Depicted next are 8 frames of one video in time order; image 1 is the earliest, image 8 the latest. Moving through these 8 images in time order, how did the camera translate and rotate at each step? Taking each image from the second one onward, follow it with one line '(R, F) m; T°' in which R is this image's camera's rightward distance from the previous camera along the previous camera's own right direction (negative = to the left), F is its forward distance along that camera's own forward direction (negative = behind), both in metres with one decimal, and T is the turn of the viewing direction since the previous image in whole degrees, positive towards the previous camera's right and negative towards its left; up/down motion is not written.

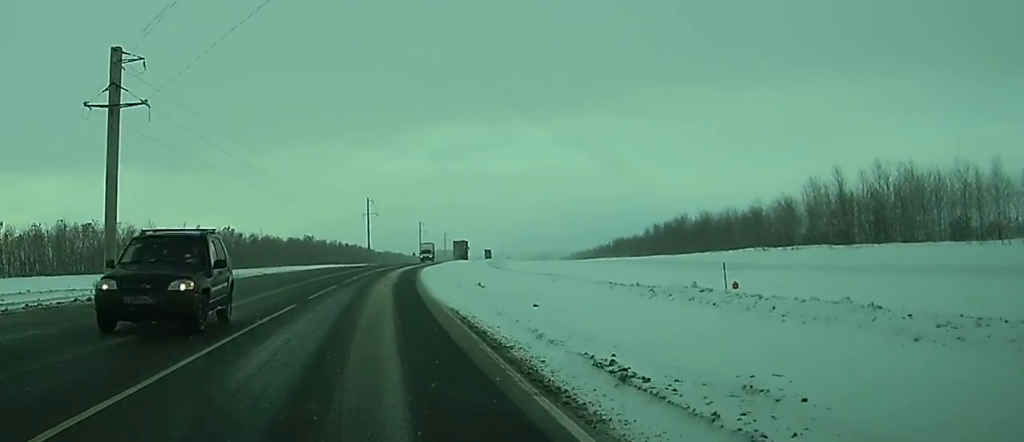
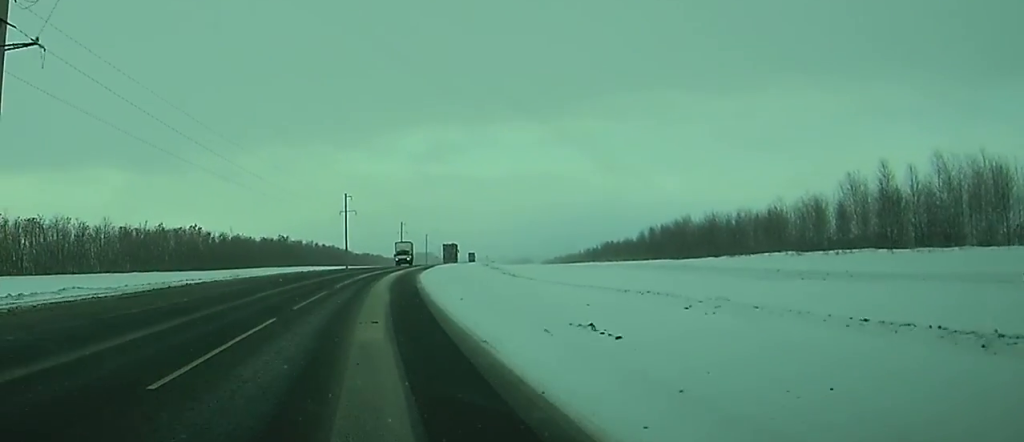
(+0.1, +16.3) m; +1°
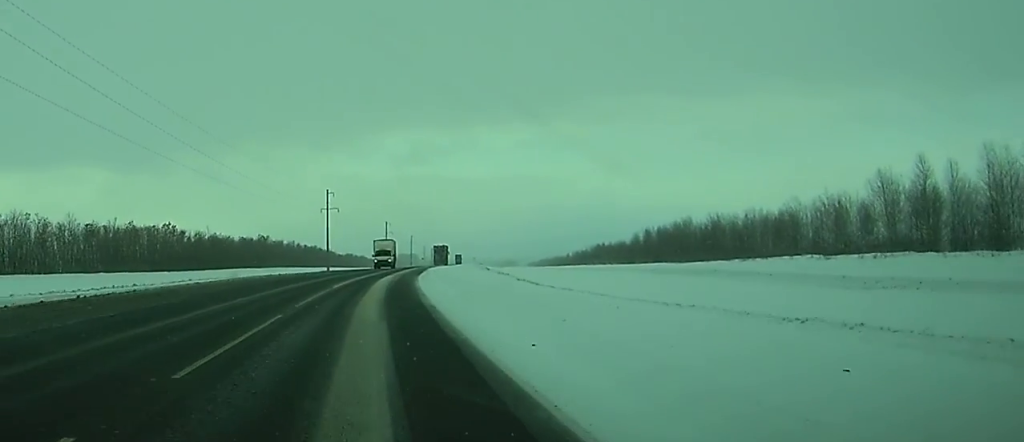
(+0.1, +11.0) m; +1°
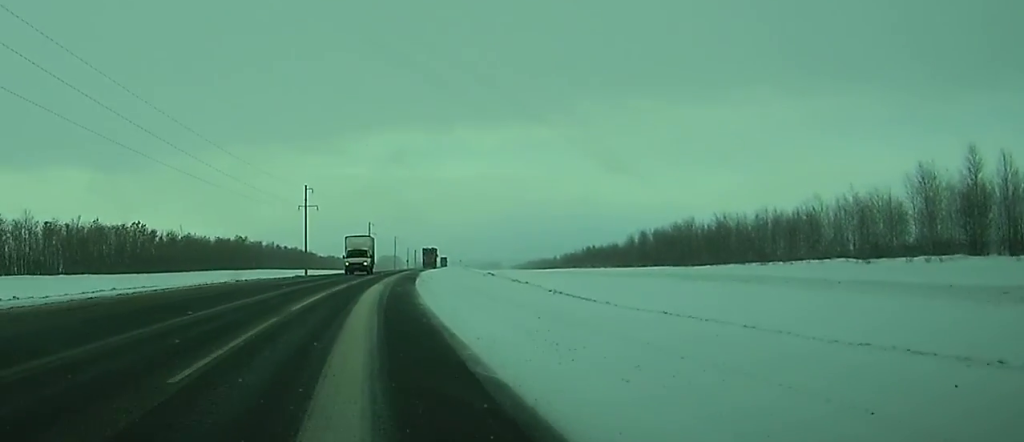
(0.0, +11.8) m; +1°
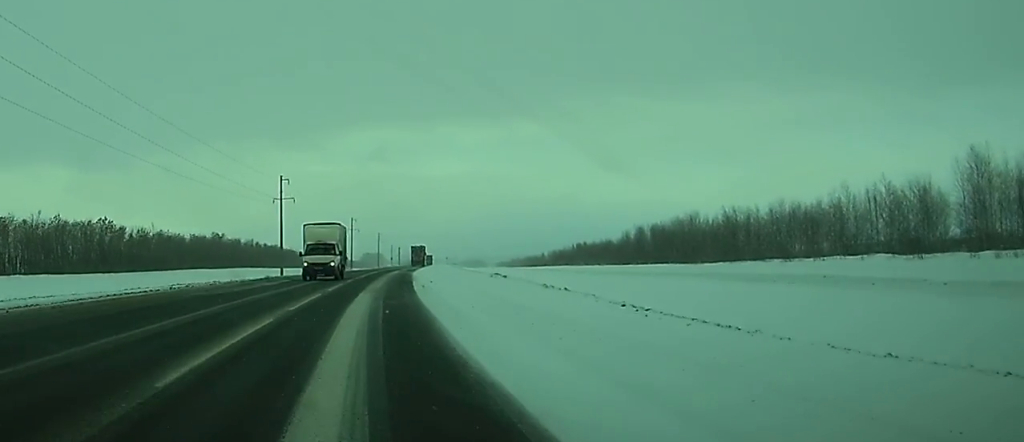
(+0.3, +11.9) m; +1°
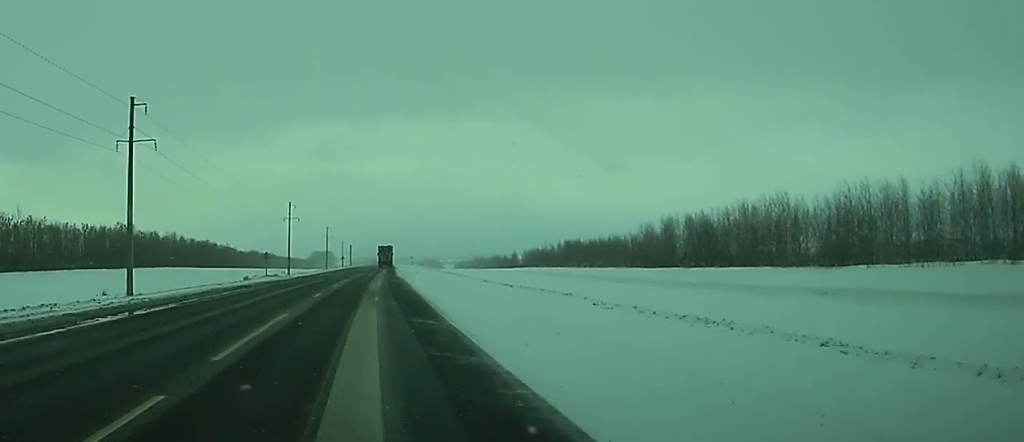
(+2.0, +55.6) m; +4°
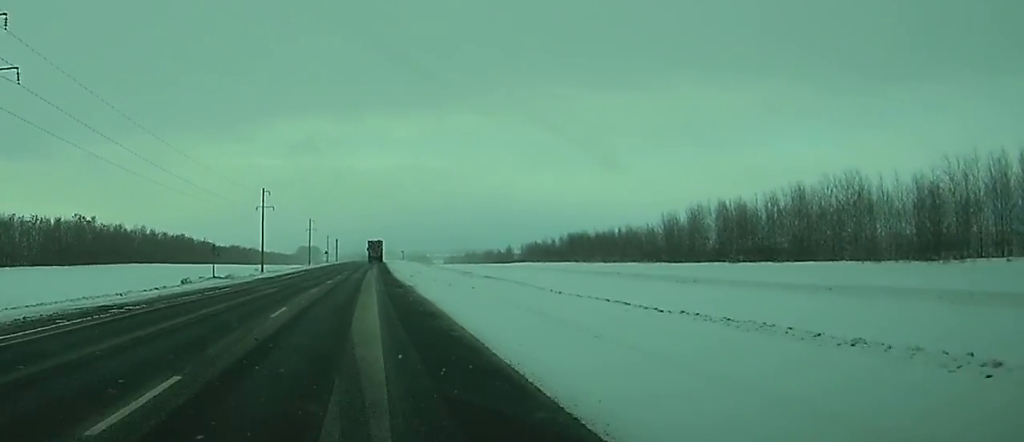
(+0.1, +22.4) m; +1°
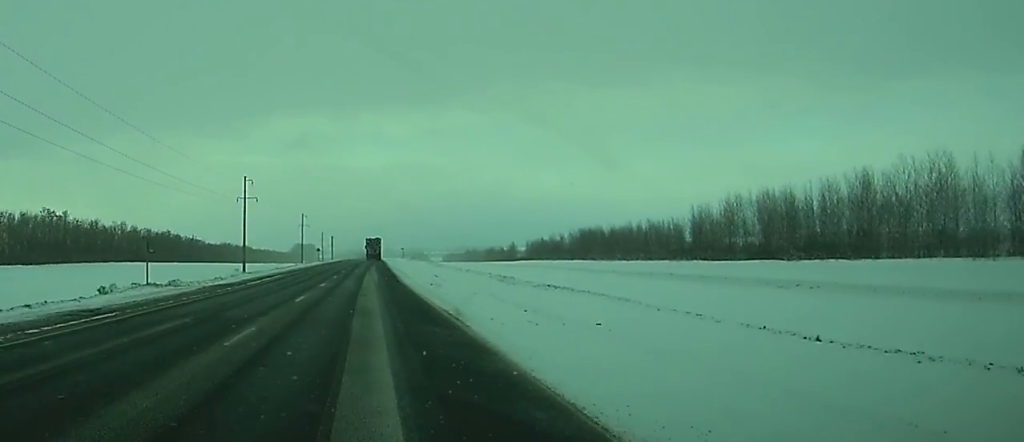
(+0.1, +17.6) m; 0°
